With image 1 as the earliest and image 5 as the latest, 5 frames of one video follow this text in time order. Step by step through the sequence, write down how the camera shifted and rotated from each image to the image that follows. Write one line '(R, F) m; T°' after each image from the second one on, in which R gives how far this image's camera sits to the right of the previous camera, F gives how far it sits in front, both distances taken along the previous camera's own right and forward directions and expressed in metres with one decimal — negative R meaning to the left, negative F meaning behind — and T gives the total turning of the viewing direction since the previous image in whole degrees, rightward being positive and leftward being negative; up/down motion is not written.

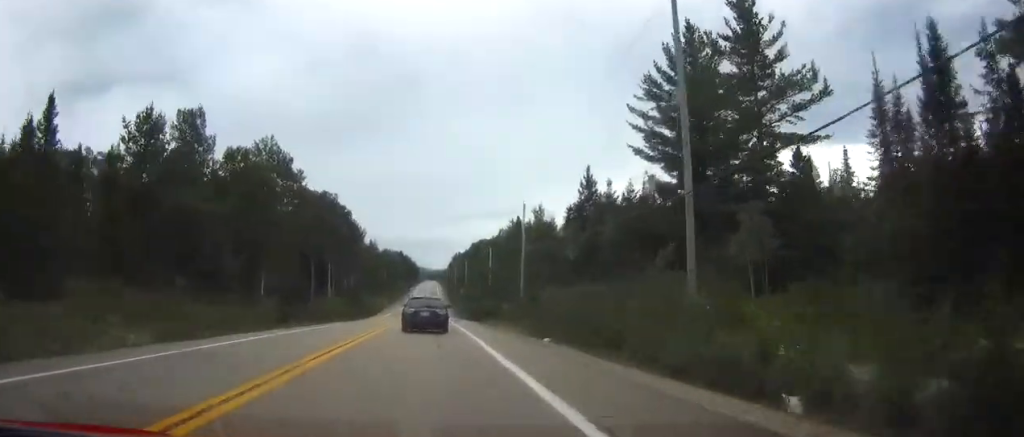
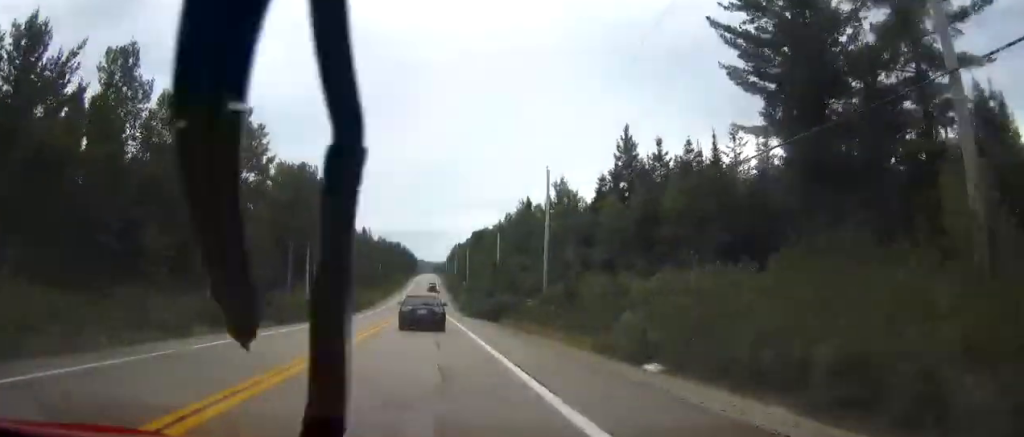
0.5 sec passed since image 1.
(0.0, +13.9) m; 0°
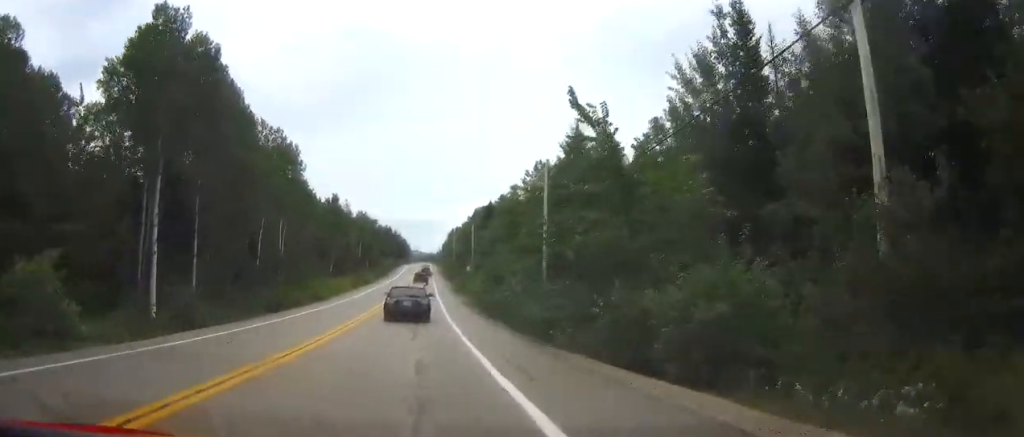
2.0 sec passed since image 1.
(+0.1, +39.1) m; 0°
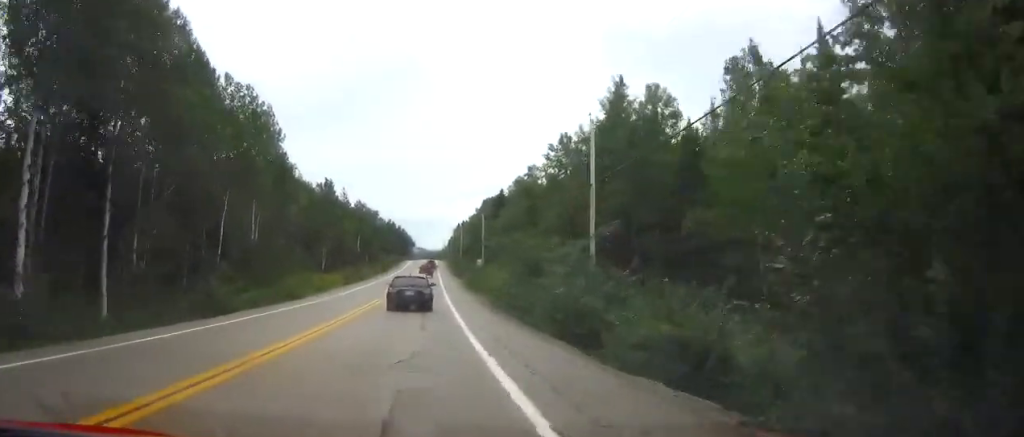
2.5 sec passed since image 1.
(+0.1, +12.6) m; 0°
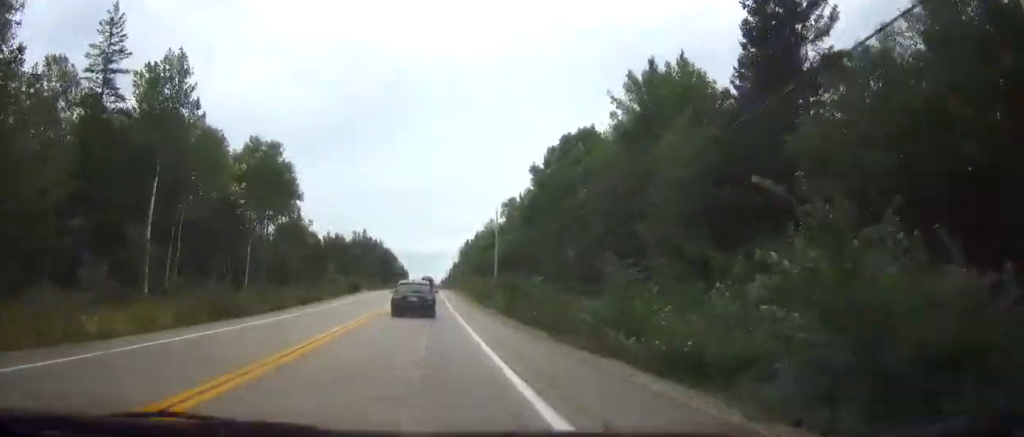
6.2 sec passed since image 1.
(-0.7, +102.0) m; 0°
